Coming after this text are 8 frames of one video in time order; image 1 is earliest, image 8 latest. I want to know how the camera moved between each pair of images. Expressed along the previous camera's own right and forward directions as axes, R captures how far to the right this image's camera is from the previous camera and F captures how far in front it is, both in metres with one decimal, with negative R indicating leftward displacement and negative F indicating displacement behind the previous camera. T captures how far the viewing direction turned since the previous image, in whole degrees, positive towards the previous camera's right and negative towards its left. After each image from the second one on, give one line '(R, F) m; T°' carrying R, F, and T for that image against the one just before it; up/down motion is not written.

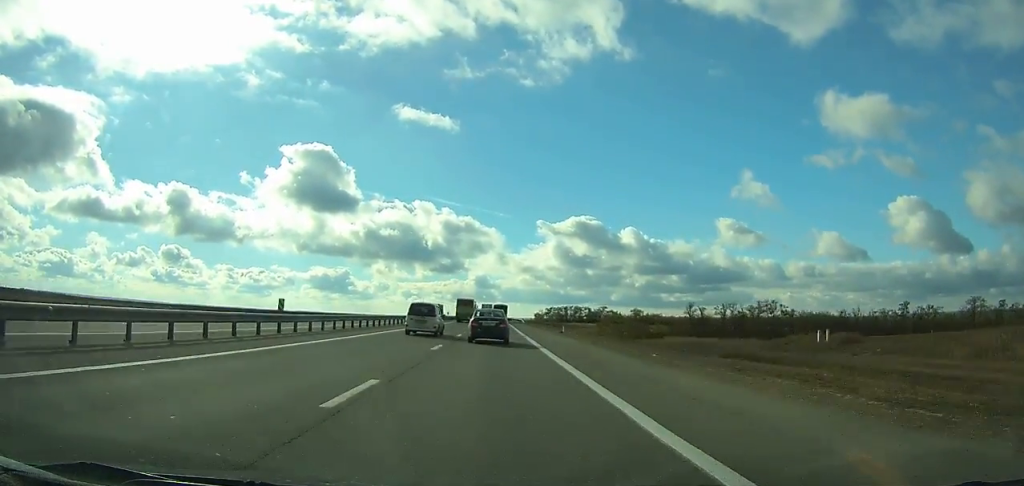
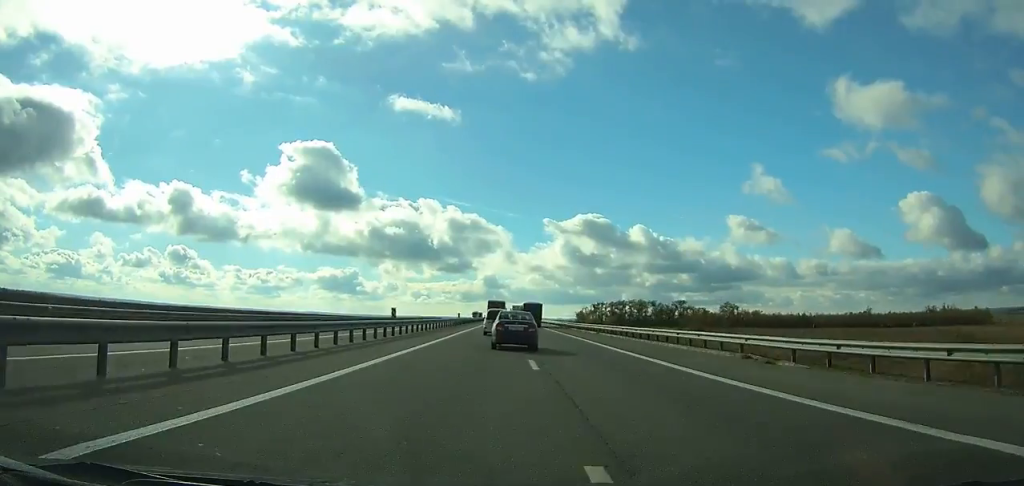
(-1.3, +112.1) m; 0°
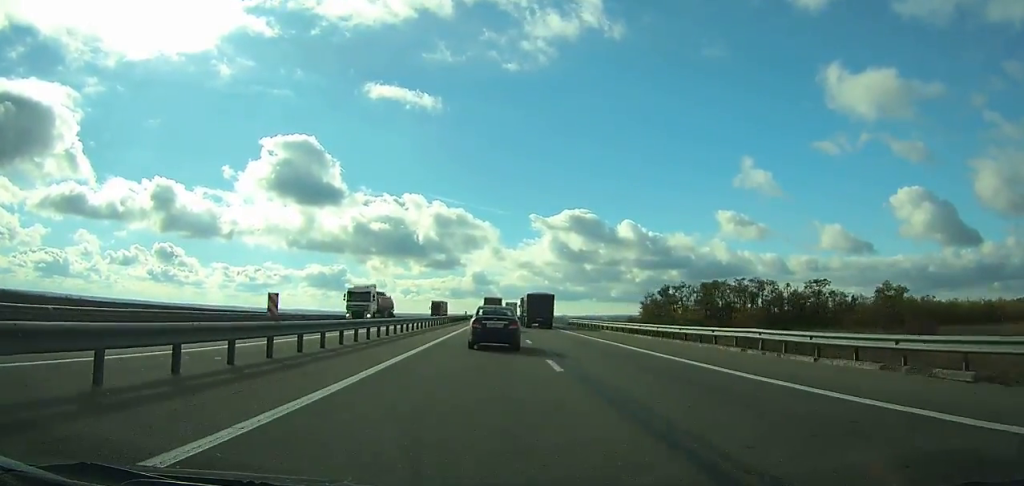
(+1.1, +95.2) m; +1°
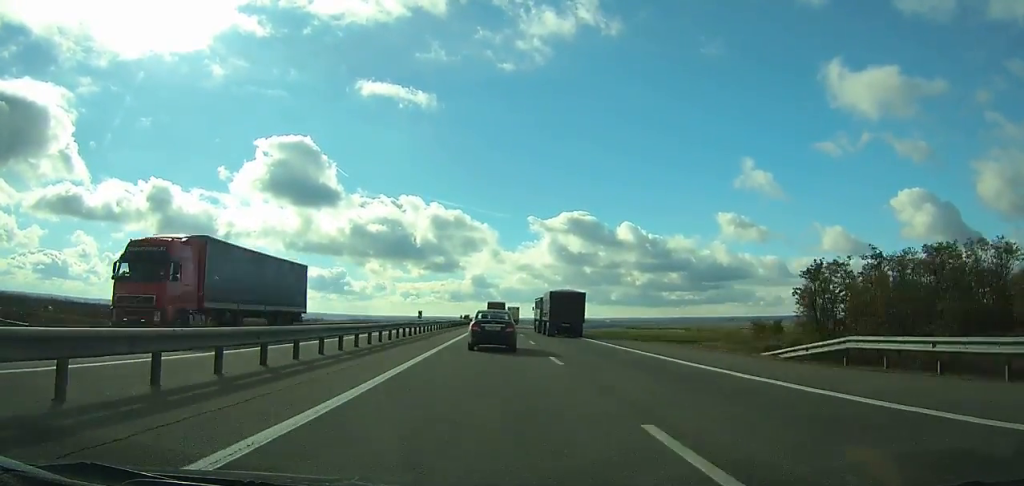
(0.0, +59.1) m; 0°
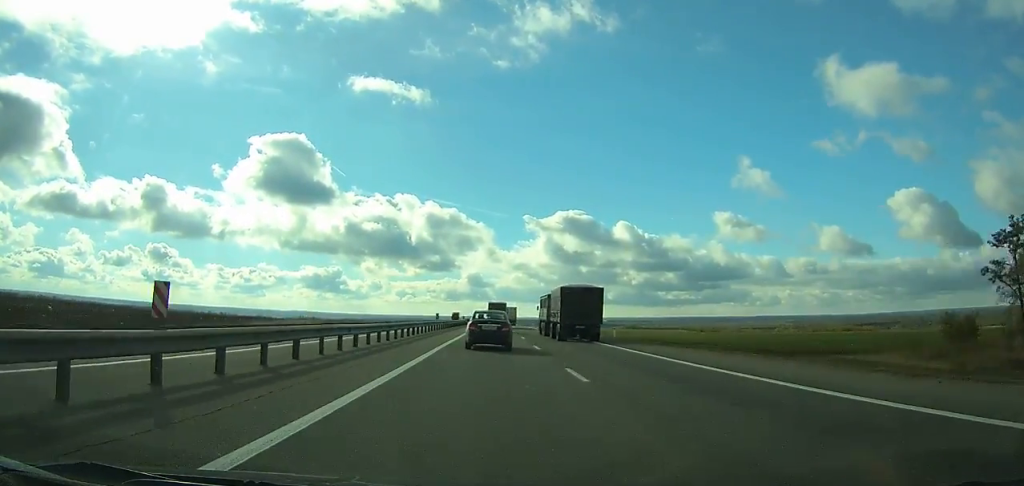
(+0.1, +28.5) m; 0°
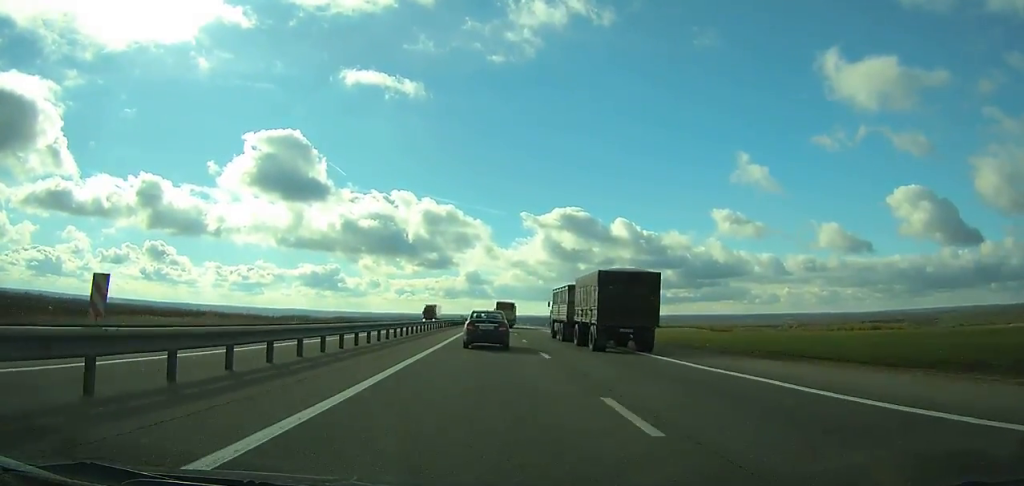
(+0.1, +40.4) m; 0°
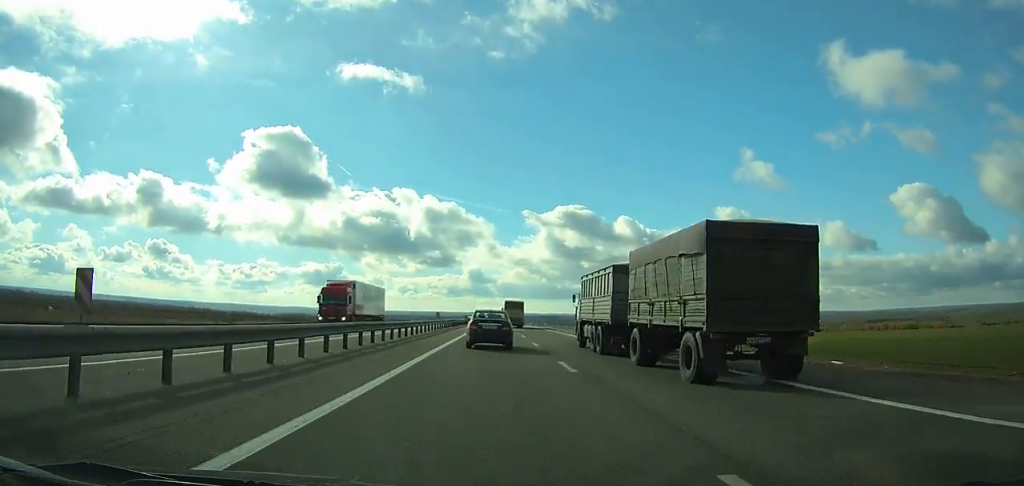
(-0.1, +40.8) m; 0°
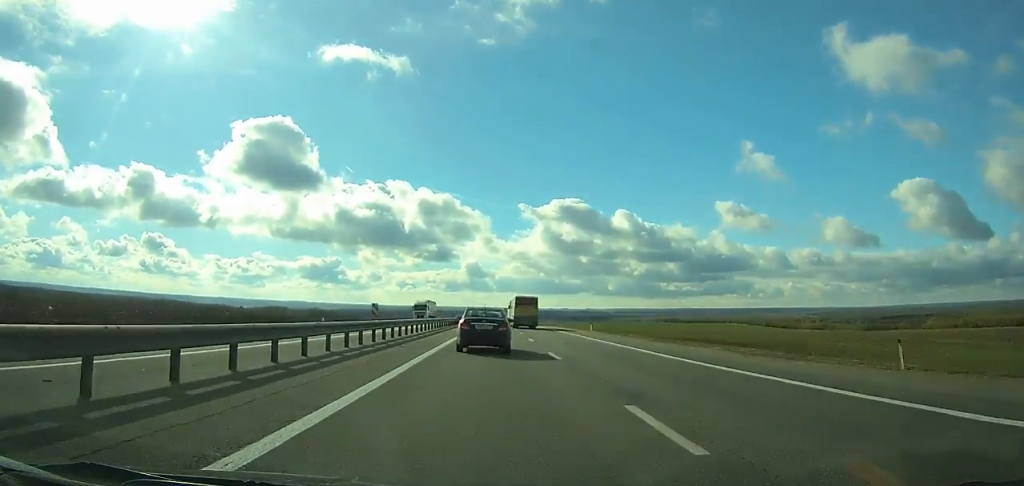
(0.0, +101.7) m; 0°
